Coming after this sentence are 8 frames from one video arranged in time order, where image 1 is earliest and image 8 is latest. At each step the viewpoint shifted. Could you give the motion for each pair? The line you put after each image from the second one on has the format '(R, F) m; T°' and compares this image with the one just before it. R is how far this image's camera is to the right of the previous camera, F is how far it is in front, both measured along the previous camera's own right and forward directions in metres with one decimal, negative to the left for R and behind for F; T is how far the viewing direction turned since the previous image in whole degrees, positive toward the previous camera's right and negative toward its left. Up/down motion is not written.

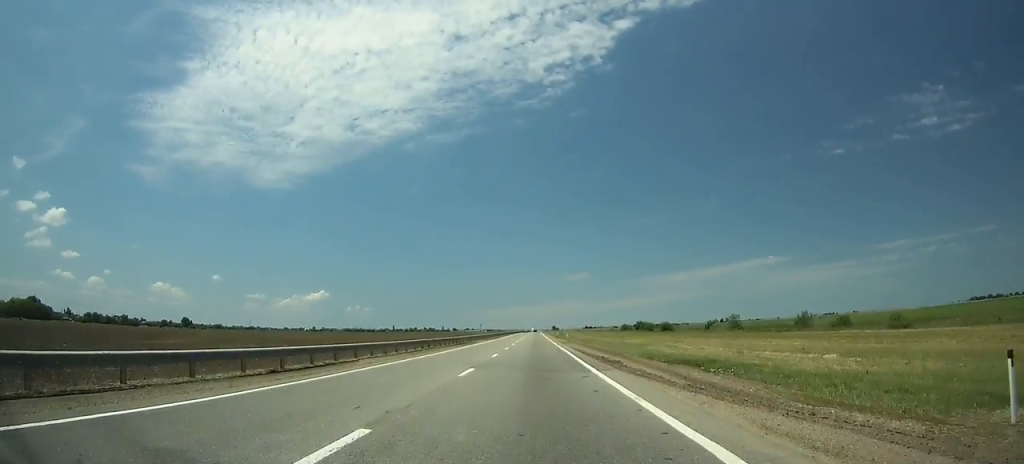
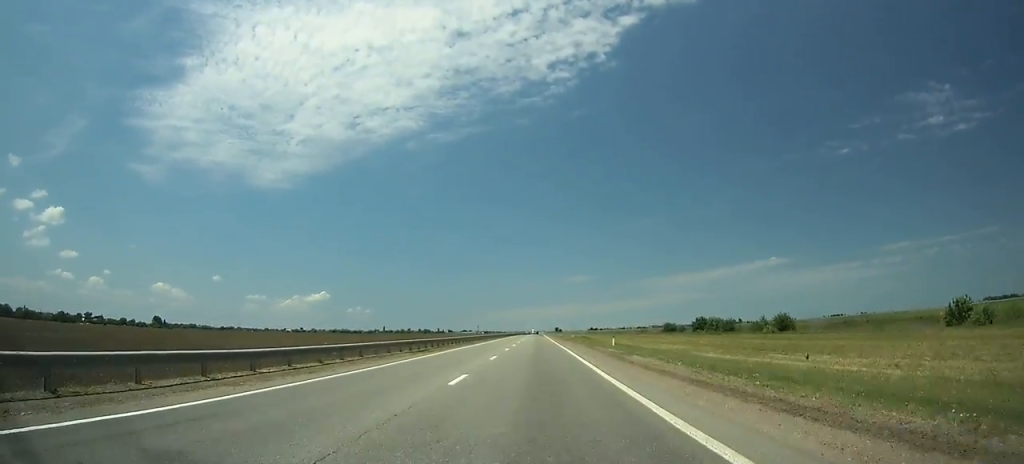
(+0.1, +108.0) m; 0°
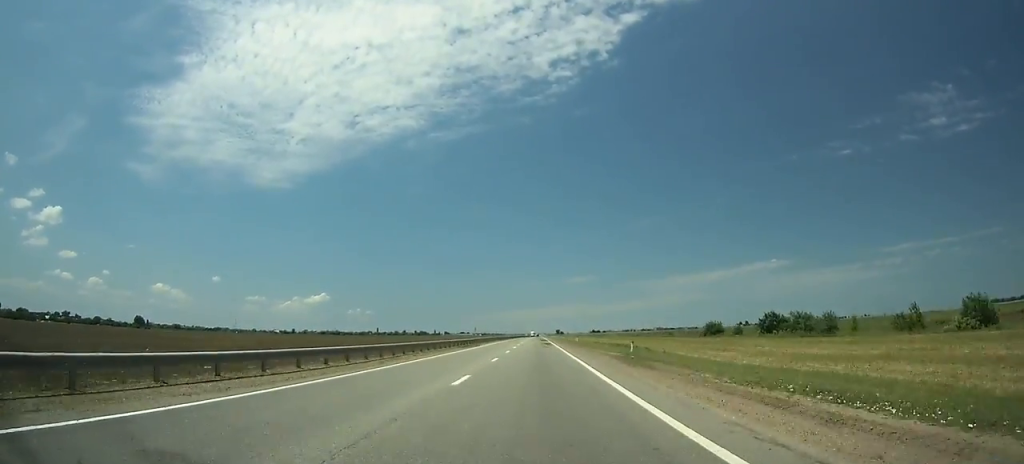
(-0.1, +59.4) m; 0°
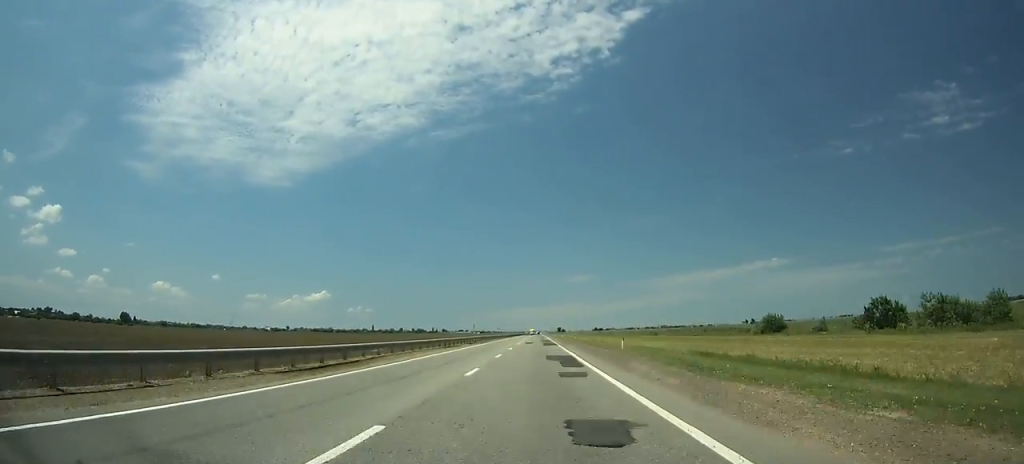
(-0.1, +43.9) m; 0°
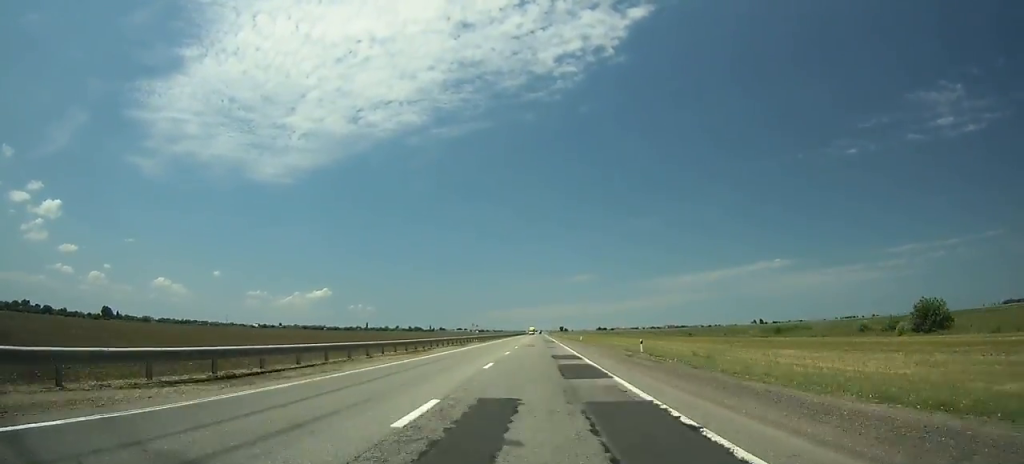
(0.0, +56.3) m; 0°
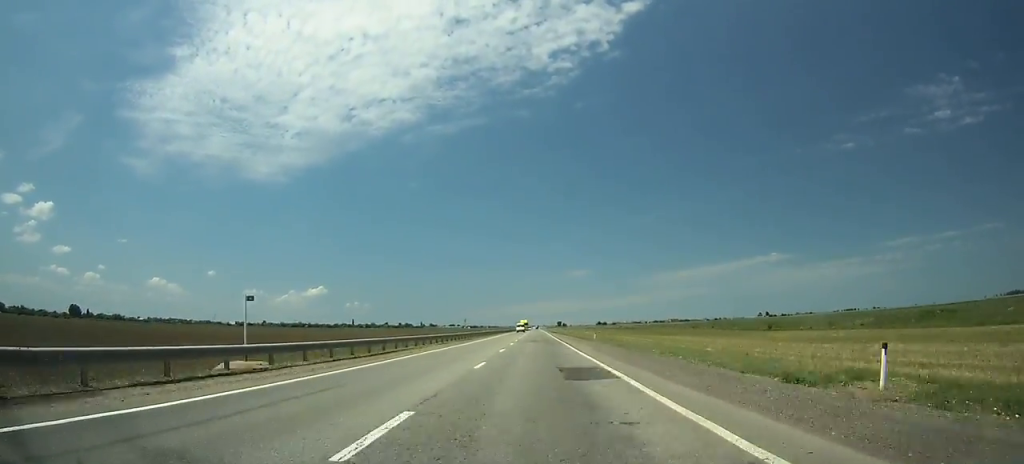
(0.0, +74.6) m; 0°
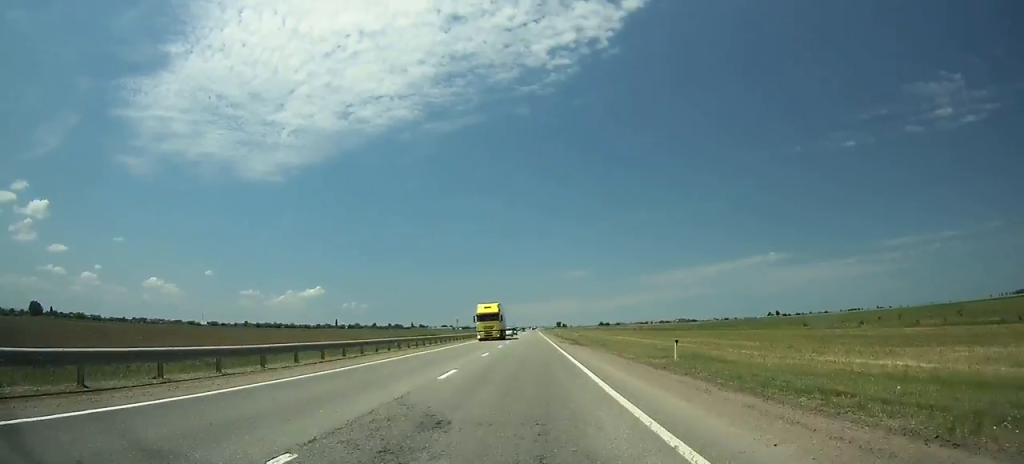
(+0.2, +85.7) m; 0°
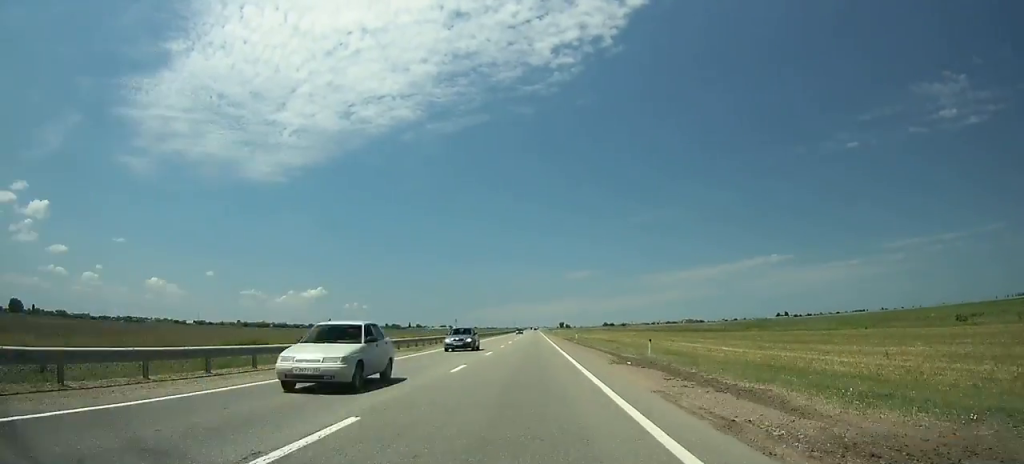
(-0.1, +45.2) m; 0°
